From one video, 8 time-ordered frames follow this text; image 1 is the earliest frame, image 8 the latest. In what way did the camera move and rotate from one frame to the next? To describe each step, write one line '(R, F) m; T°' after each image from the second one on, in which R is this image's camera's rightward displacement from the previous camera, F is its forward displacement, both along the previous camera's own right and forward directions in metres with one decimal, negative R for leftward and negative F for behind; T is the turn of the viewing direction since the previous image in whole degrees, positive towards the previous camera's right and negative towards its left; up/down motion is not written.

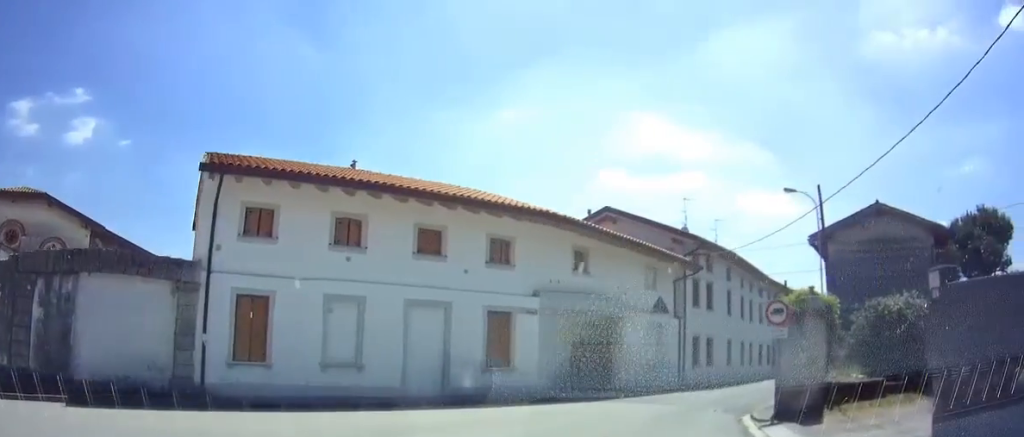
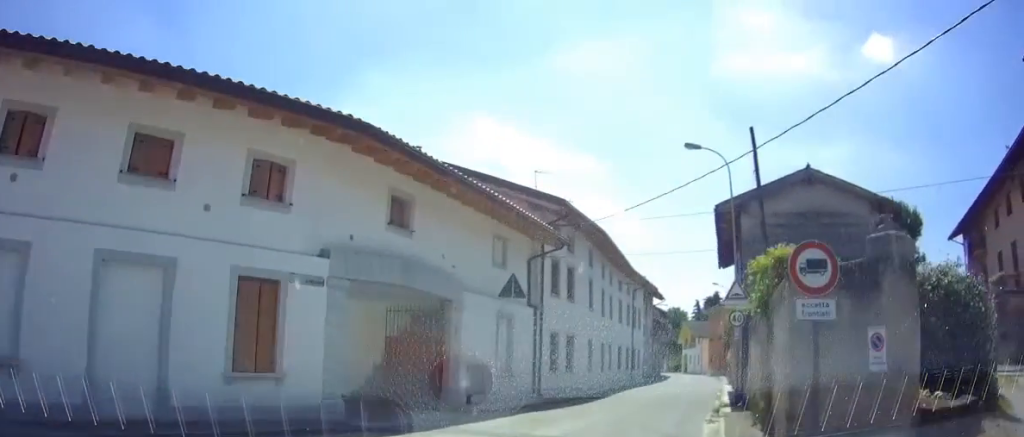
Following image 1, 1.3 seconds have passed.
(+1.0, +7.7) m; +19°
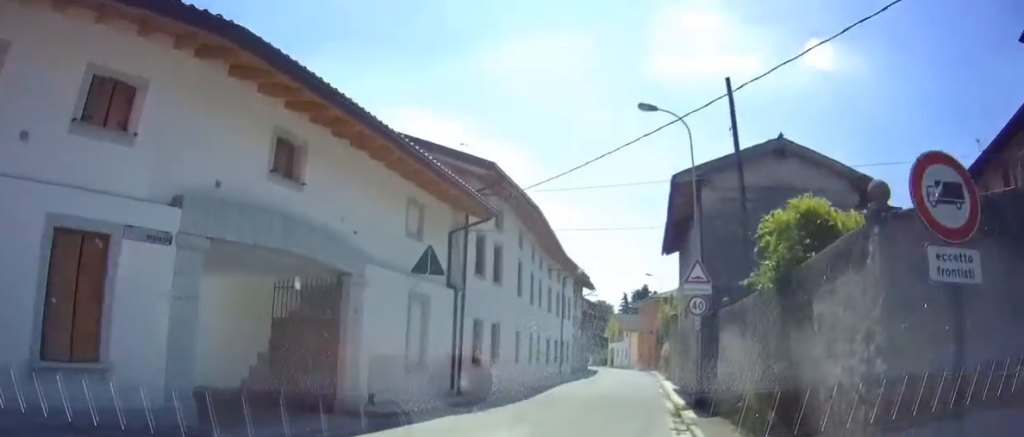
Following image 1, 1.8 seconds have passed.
(+0.2, +2.8) m; +7°
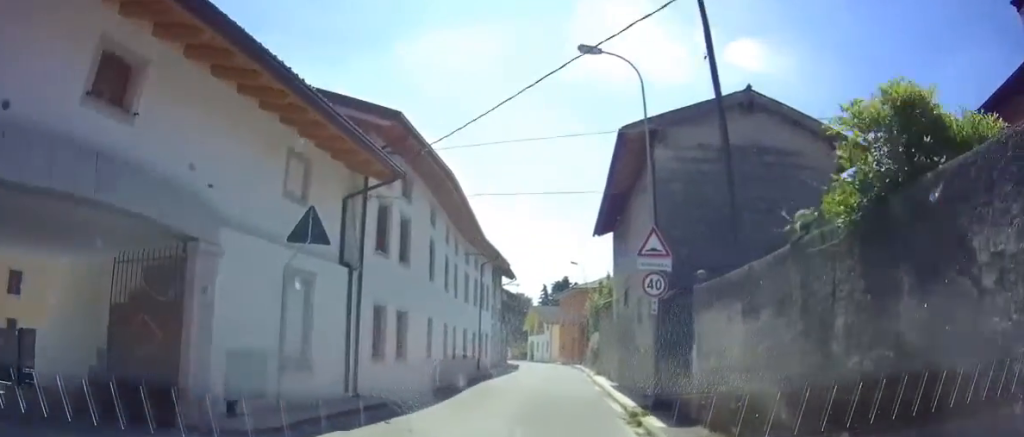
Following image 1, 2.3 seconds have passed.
(+0.3, +3.0) m; +6°
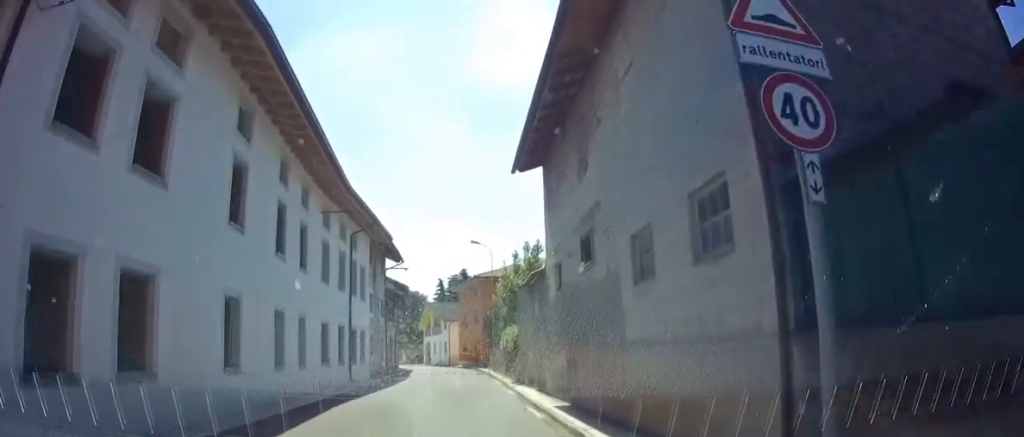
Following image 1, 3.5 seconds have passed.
(+0.9, +8.8) m; +9°
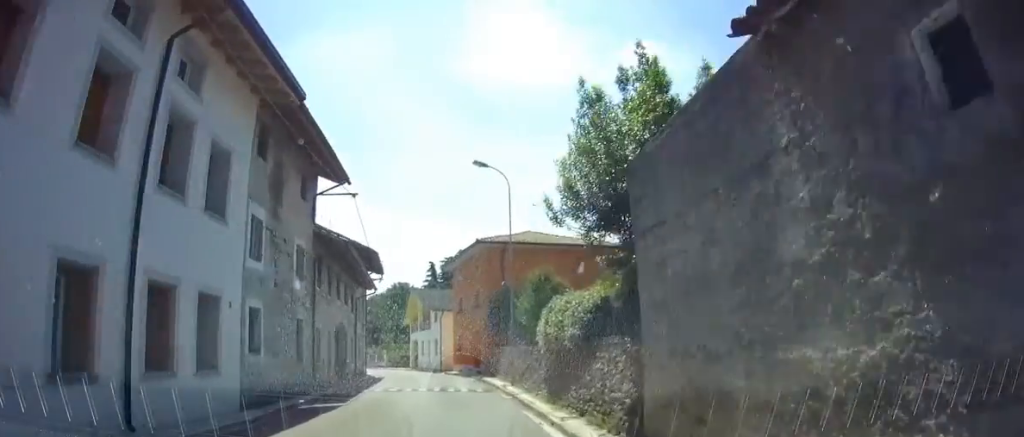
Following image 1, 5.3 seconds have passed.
(+0.2, +15.6) m; 0°
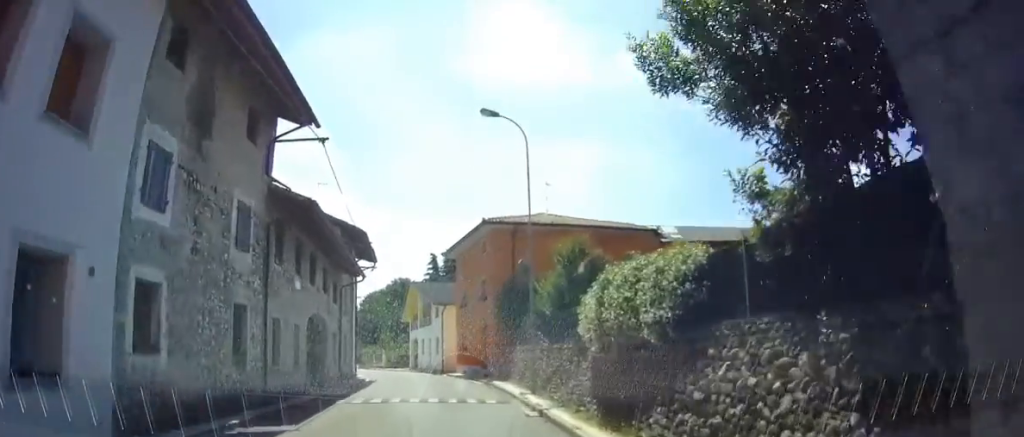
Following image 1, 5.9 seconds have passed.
(0.0, +5.2) m; 0°
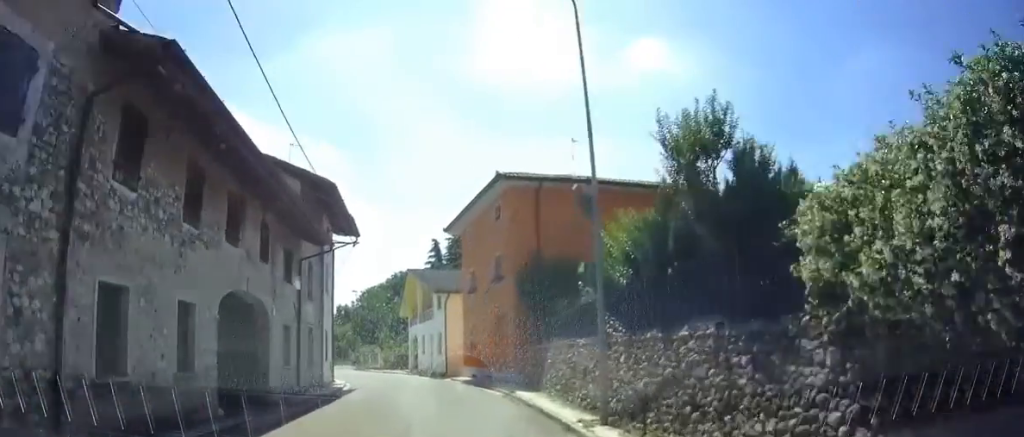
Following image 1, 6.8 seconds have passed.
(0.0, +7.9) m; 0°
